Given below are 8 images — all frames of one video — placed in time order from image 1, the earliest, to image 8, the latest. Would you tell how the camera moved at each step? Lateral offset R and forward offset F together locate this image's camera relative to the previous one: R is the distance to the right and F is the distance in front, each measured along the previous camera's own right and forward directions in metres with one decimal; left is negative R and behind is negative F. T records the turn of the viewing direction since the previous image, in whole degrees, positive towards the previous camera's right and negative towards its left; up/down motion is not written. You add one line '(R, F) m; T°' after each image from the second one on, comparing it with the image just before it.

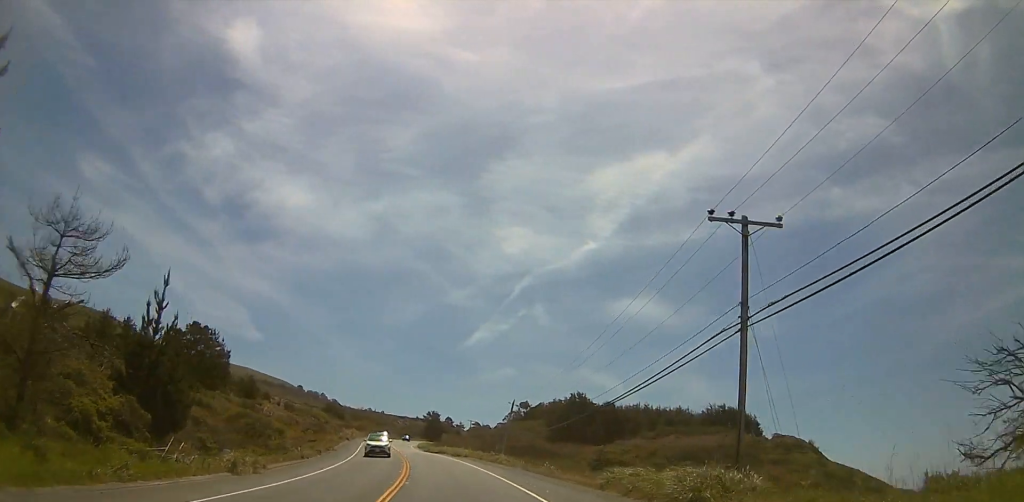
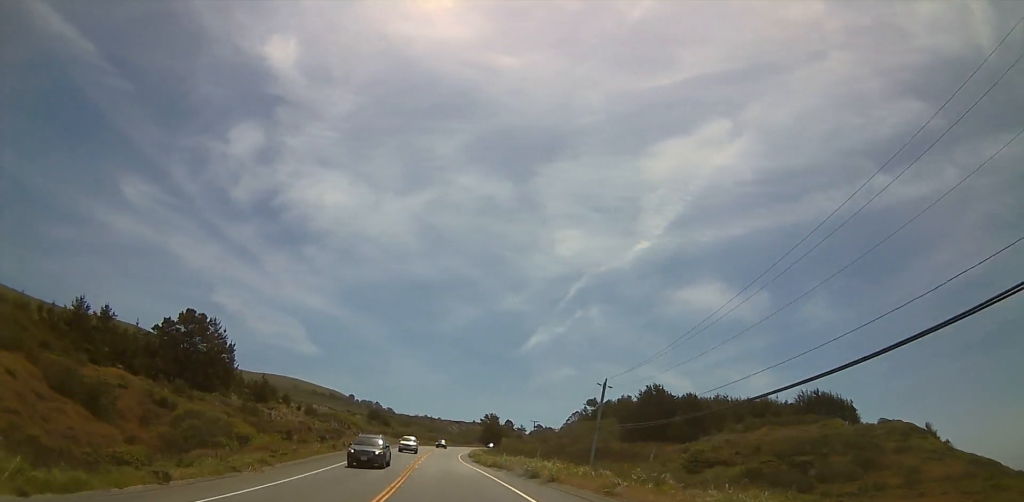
(0.0, +31.4) m; 0°
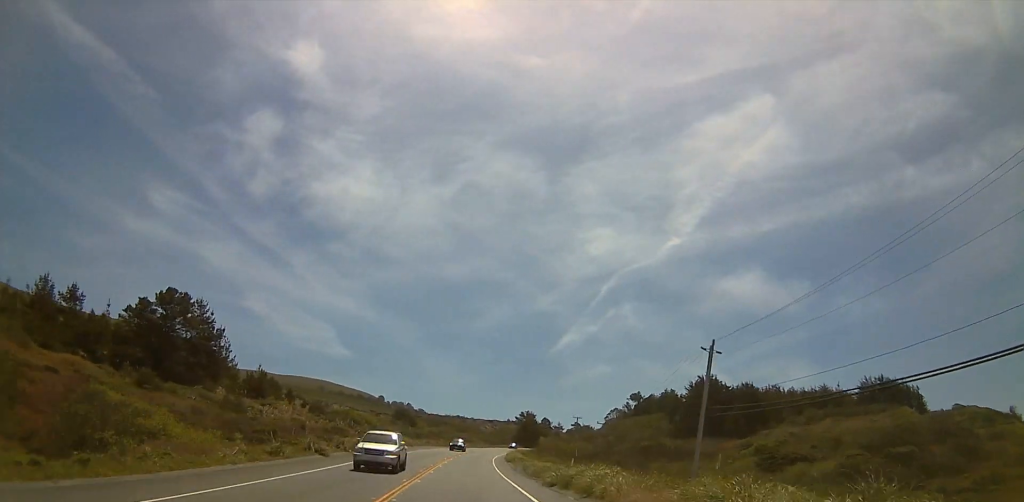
(0.0, +20.5) m; 0°
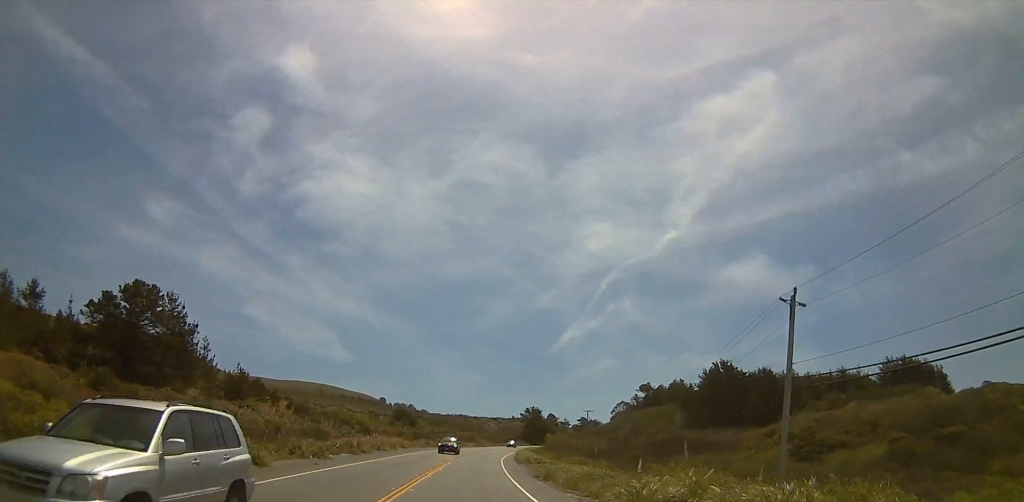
(0.0, +10.8) m; -1°
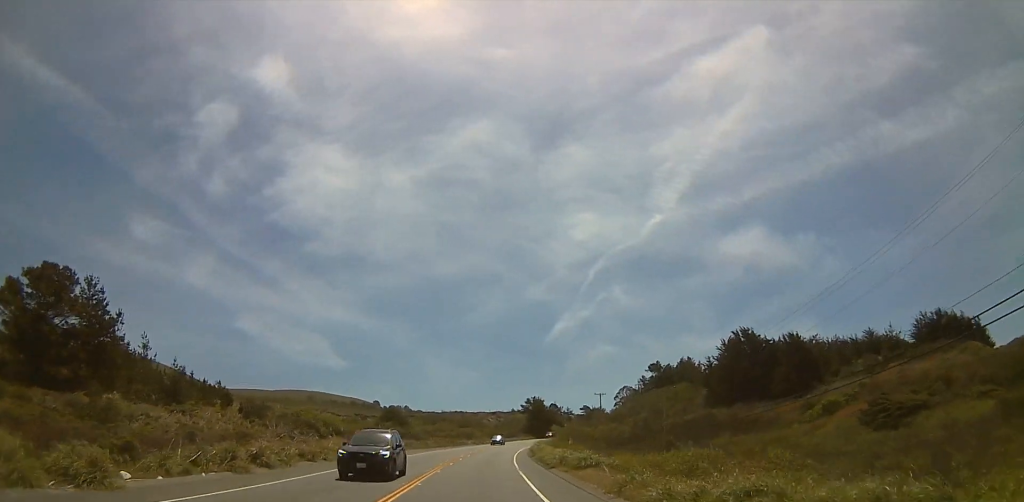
(+0.3, +19.2) m; -6°
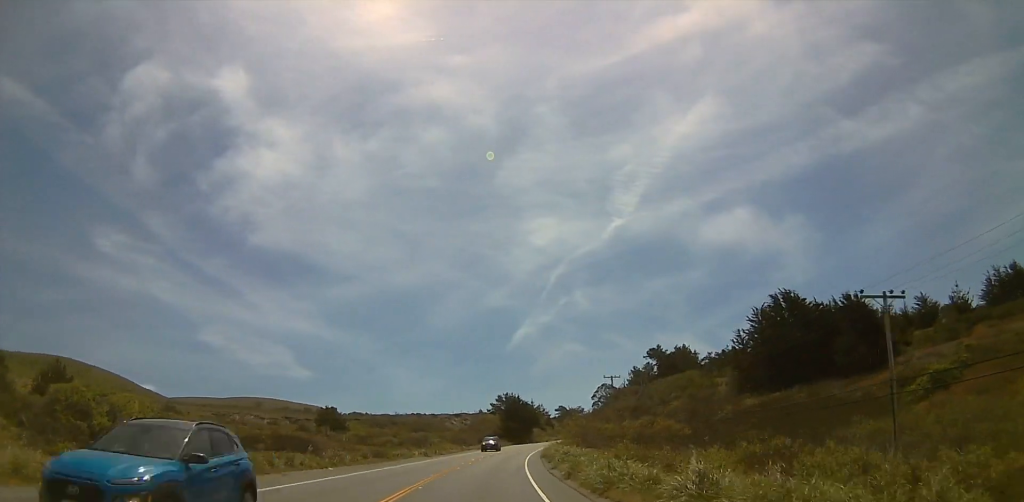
(-5.4, +37.8) m; -8°
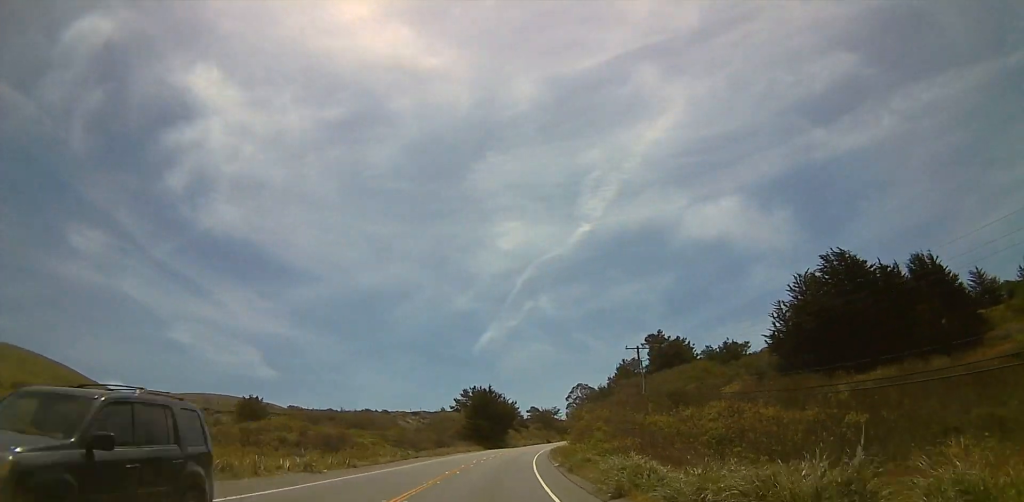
(+0.8, +32.8) m; +3°
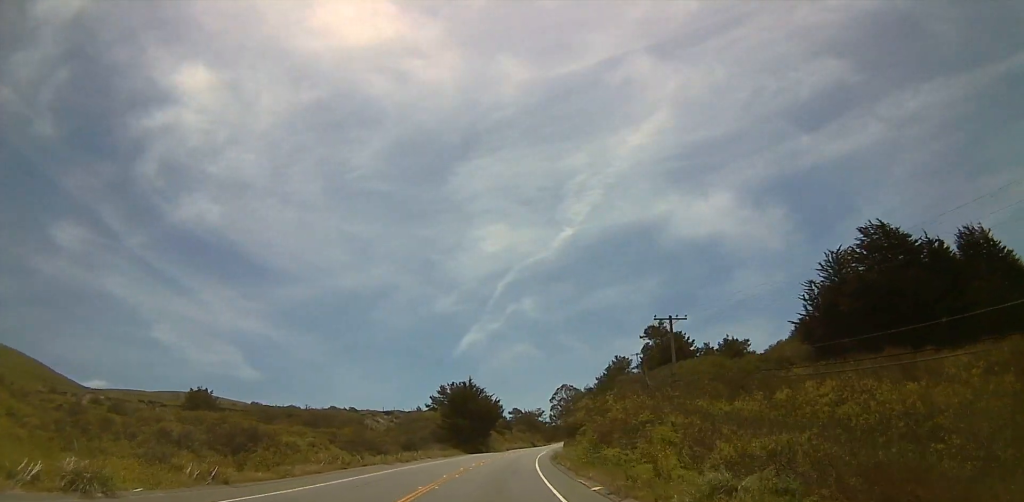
(+0.2, +15.9) m; +2°
